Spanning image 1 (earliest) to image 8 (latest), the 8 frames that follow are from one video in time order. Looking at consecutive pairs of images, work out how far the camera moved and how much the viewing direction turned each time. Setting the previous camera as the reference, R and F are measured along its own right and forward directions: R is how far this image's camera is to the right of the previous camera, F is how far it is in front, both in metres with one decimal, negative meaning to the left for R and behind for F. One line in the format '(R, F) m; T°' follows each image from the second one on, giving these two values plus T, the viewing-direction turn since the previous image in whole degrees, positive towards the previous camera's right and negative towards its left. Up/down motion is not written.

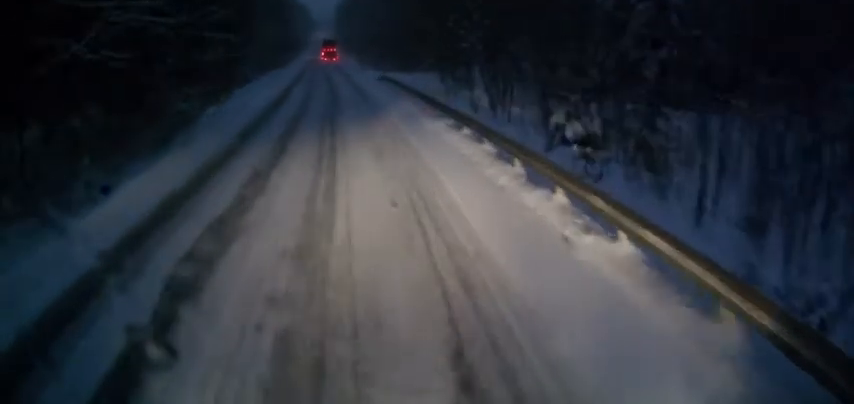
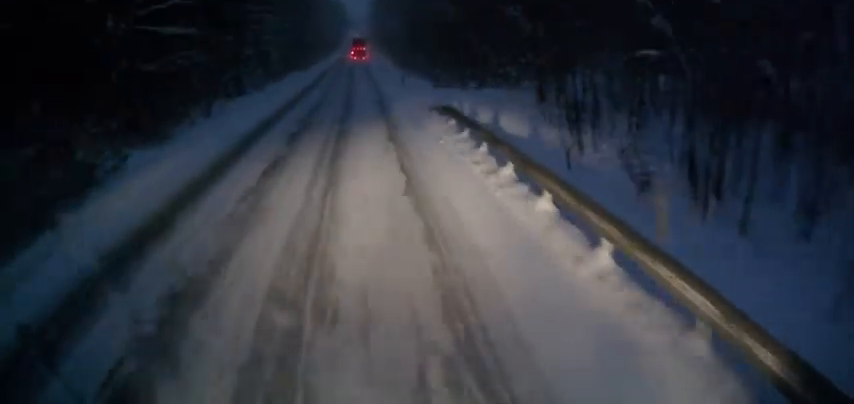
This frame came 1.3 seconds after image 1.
(-0.4, +17.3) m; -2°
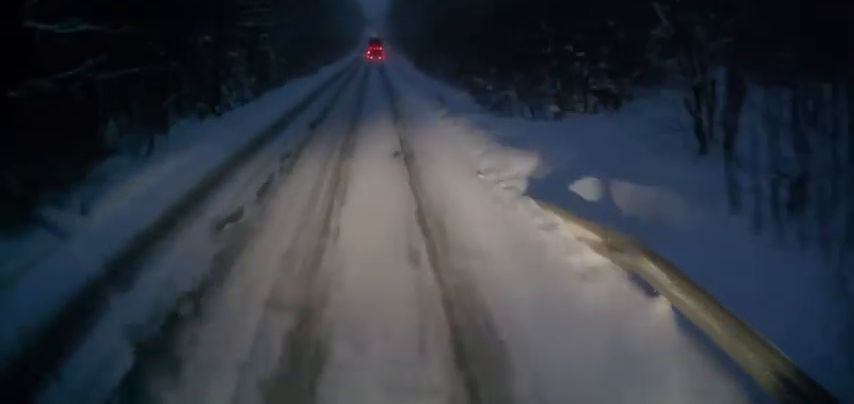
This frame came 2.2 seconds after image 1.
(-0.1, +10.9) m; -3°
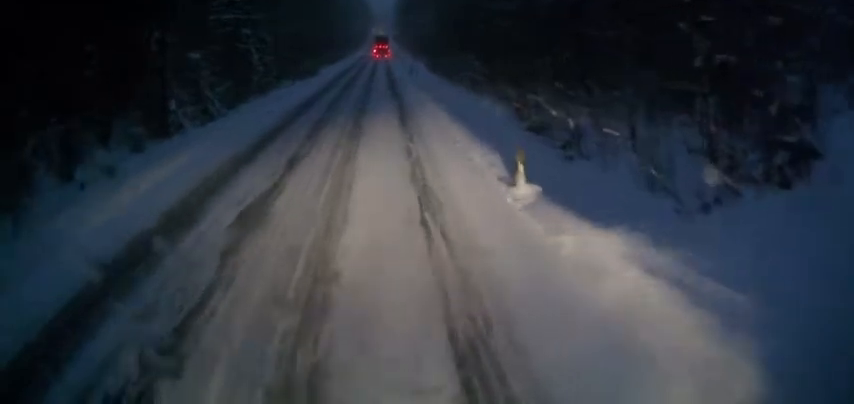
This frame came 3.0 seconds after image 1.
(-0.3, +9.2) m; -3°
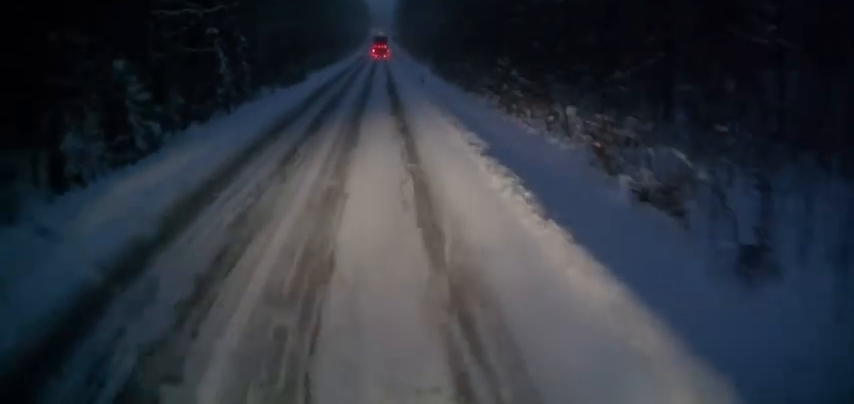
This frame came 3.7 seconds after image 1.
(-0.2, +9.0) m; 0°
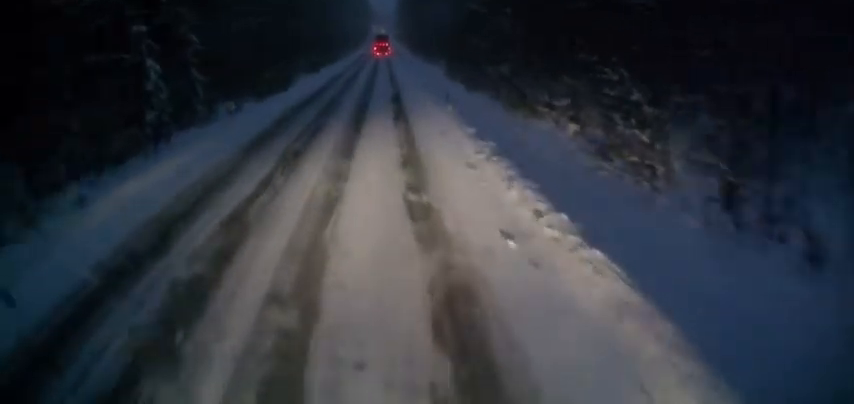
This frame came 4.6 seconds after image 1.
(+0.1, +12.4) m; +1°
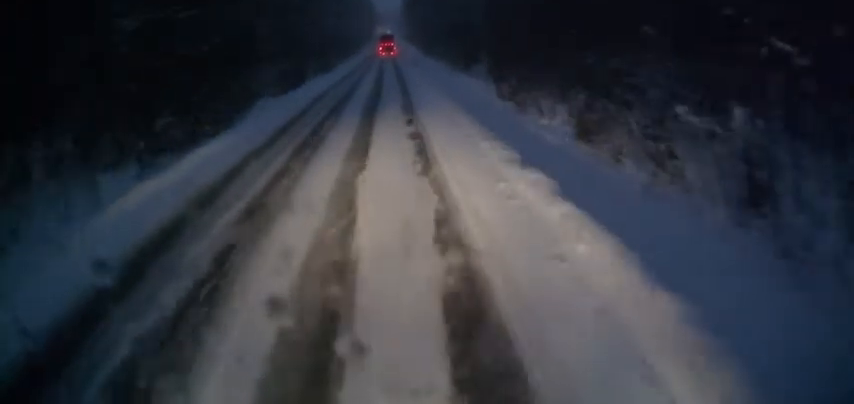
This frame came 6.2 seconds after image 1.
(+0.3, +21.8) m; +1°
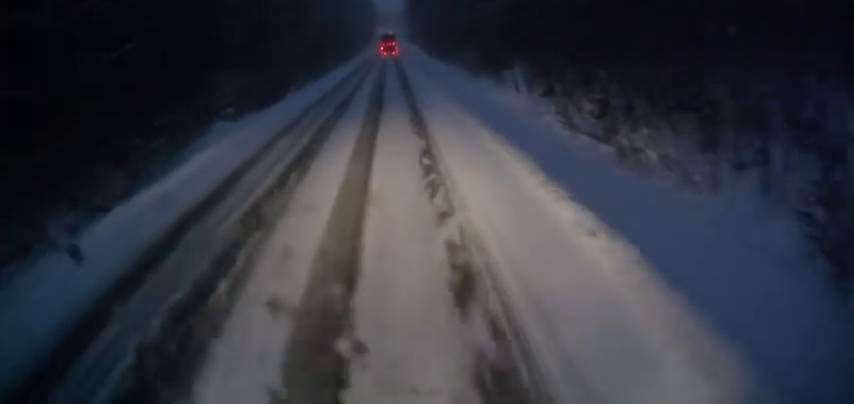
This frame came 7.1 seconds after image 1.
(0.0, +11.6) m; 0°
